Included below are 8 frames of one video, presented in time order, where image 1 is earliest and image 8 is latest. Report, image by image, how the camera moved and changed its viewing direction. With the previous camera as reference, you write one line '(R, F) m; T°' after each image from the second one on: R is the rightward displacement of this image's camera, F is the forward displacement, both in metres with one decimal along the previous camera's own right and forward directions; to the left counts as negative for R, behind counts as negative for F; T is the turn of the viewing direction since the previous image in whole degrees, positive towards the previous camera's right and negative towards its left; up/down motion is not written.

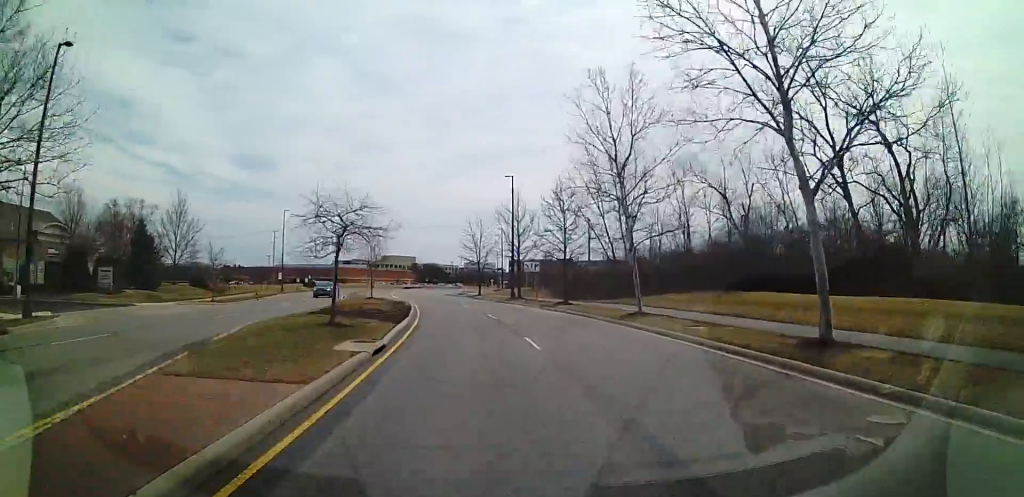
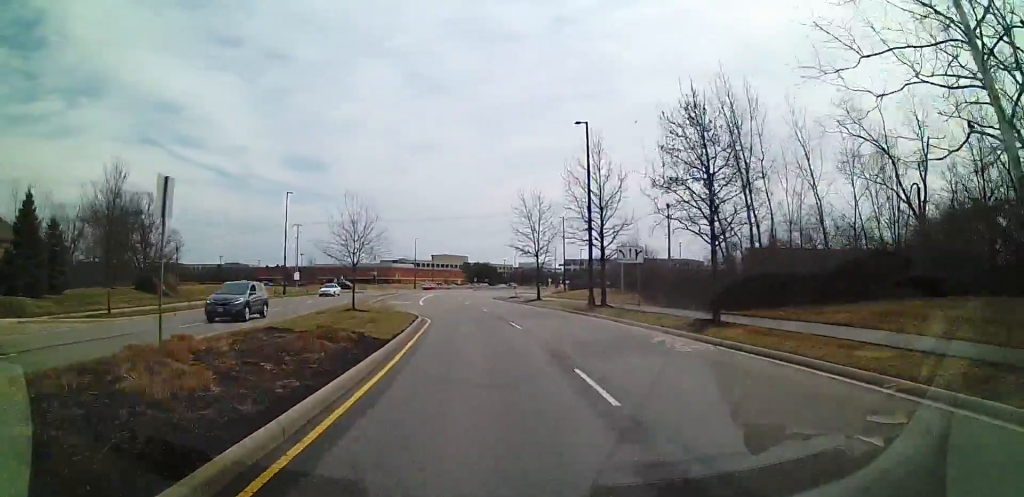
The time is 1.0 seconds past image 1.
(-1.0, +17.7) m; -6°
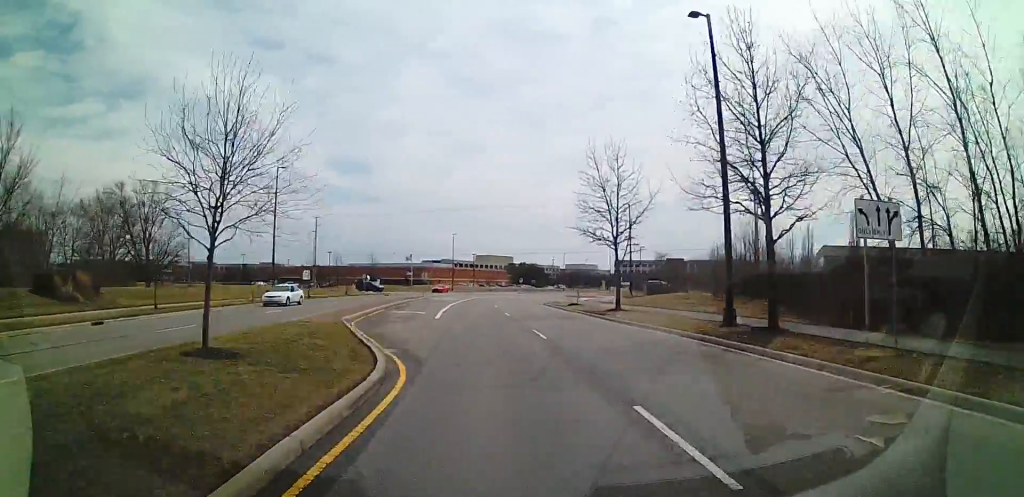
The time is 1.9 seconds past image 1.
(-0.7, +15.1) m; -2°
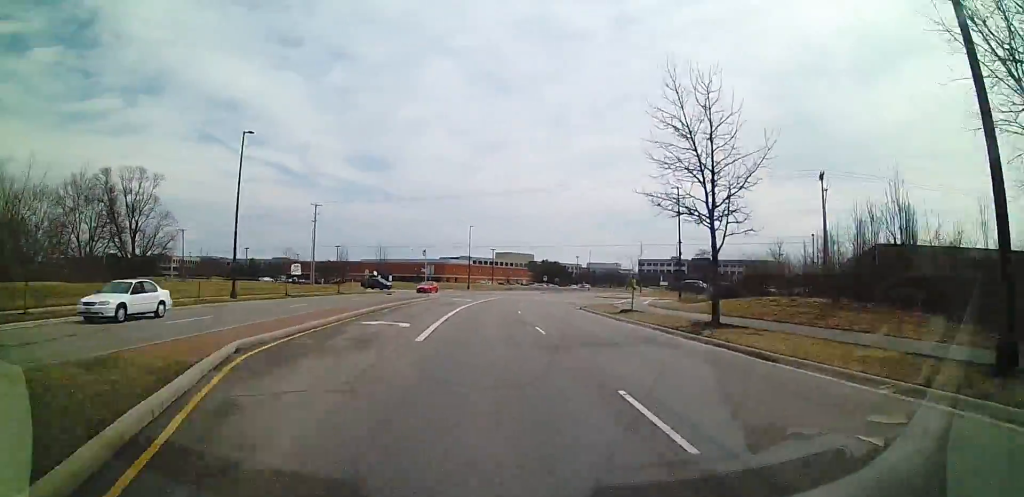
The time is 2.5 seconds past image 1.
(-0.1, +11.2) m; -1°
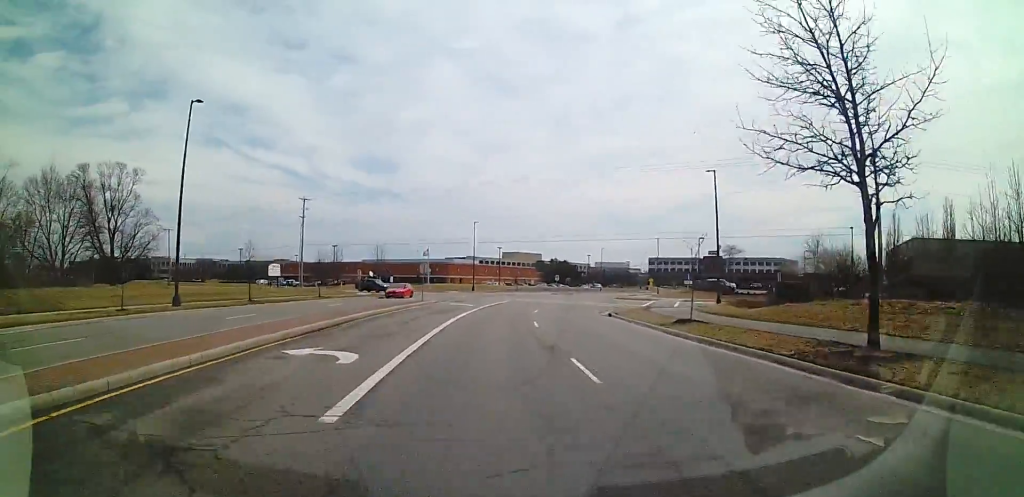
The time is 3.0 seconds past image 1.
(0.0, +8.3) m; 0°
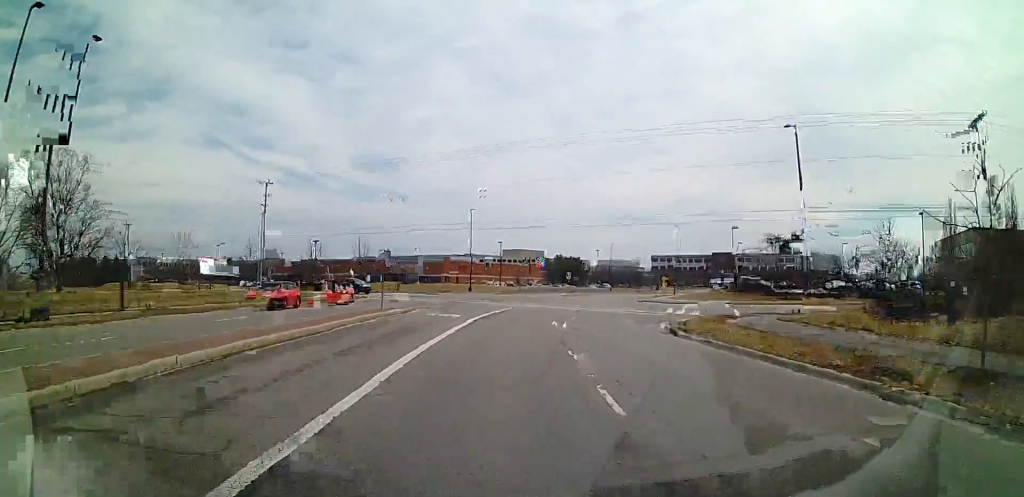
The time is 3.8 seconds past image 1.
(-0.2, +14.3) m; +2°
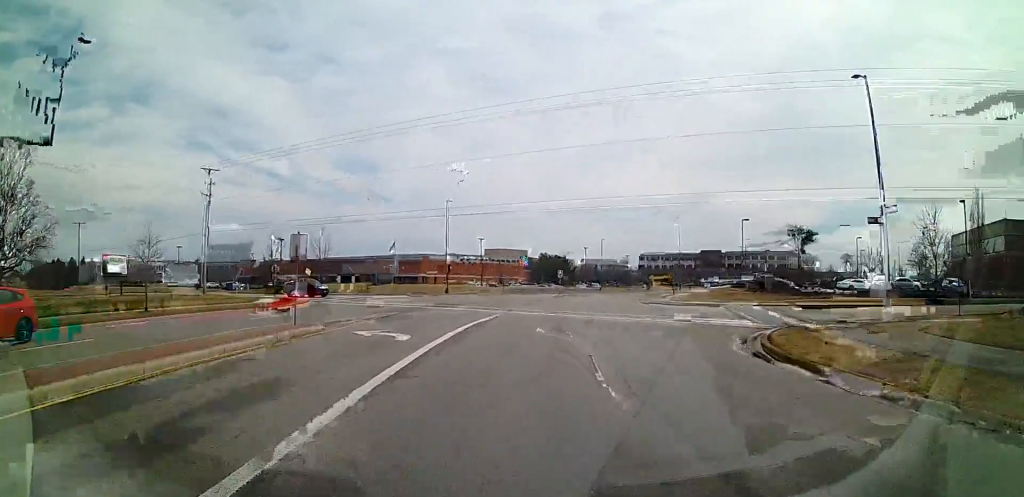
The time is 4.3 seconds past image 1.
(+0.1, +9.5) m; +2°
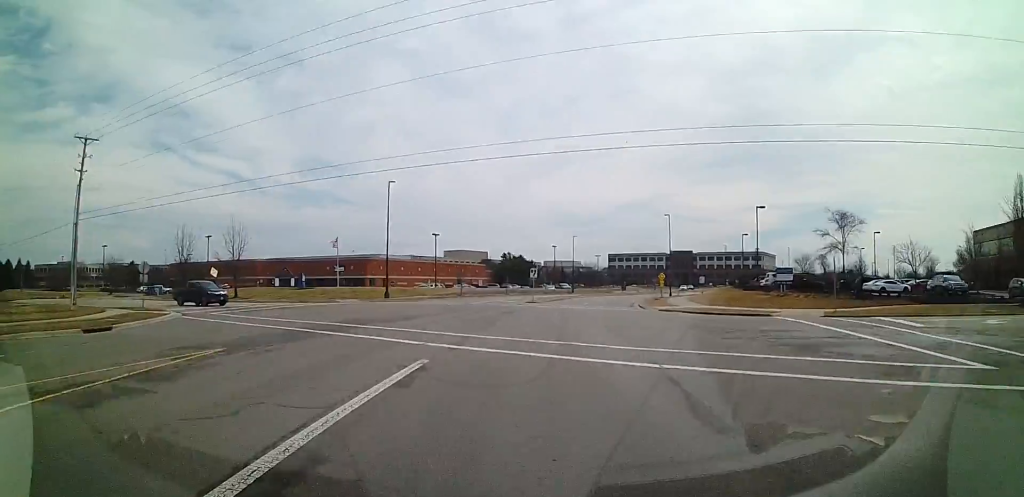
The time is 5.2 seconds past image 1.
(+0.7, +15.0) m; +4°
